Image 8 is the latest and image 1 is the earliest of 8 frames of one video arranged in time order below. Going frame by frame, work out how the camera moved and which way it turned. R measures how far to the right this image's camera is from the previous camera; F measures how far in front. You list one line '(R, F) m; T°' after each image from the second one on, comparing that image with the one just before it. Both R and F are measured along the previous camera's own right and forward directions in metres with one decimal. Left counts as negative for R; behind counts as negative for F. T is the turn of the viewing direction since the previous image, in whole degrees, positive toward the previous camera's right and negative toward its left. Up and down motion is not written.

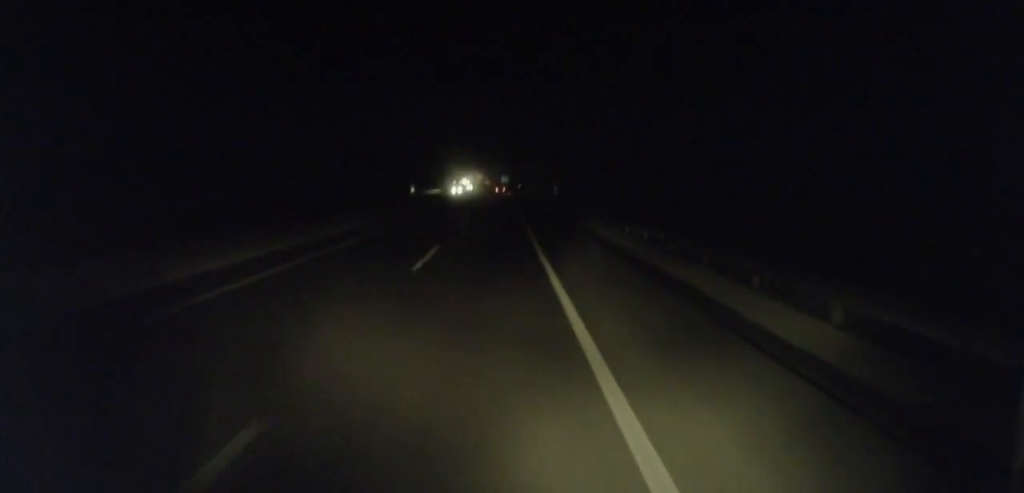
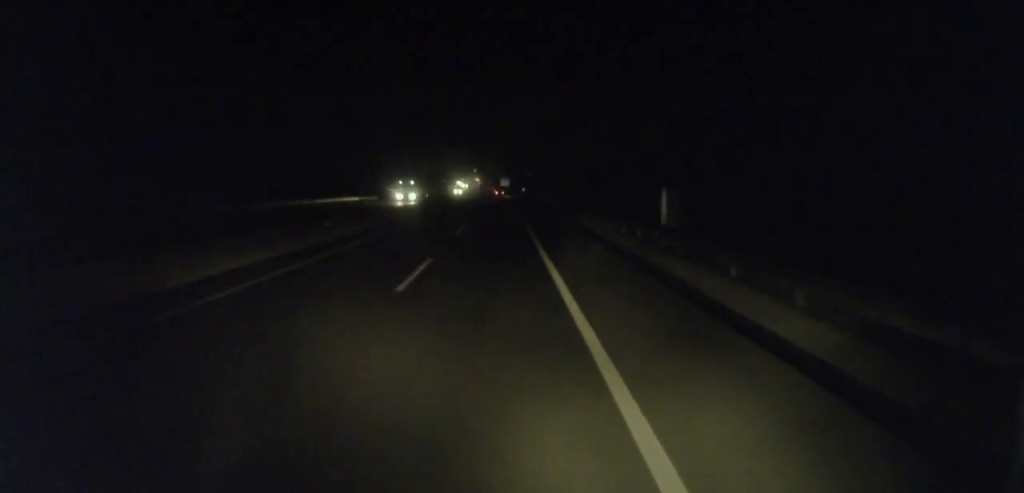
(+0.7, +55.4) m; 0°
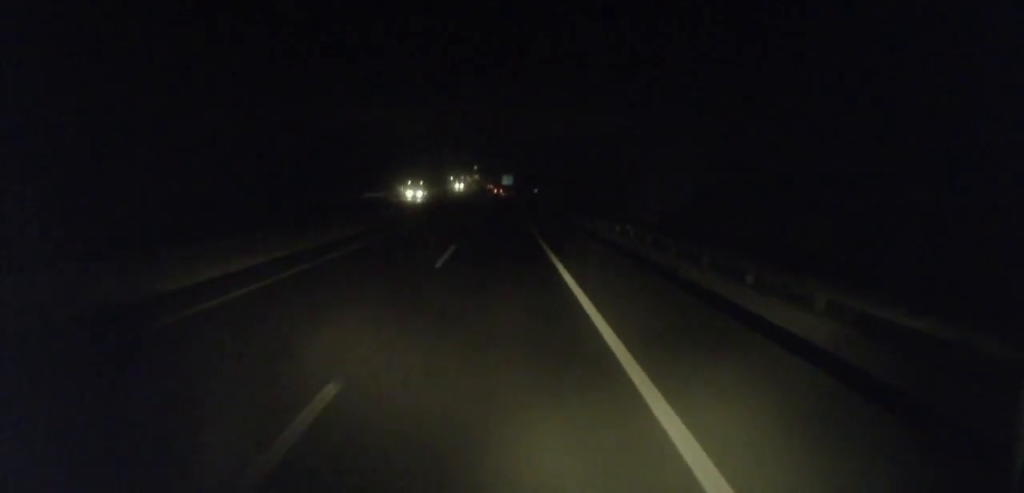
(0.0, +65.3) m; 0°
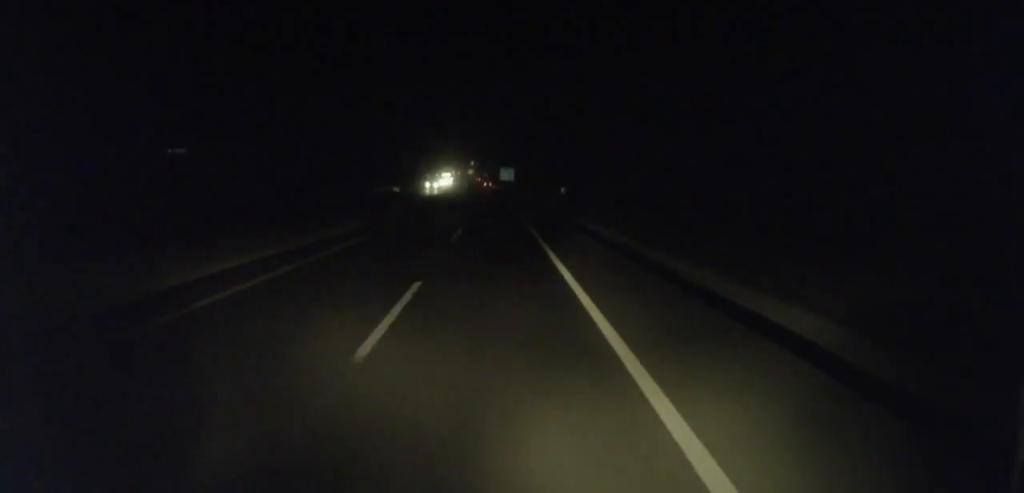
(-0.2, +61.9) m; 0°
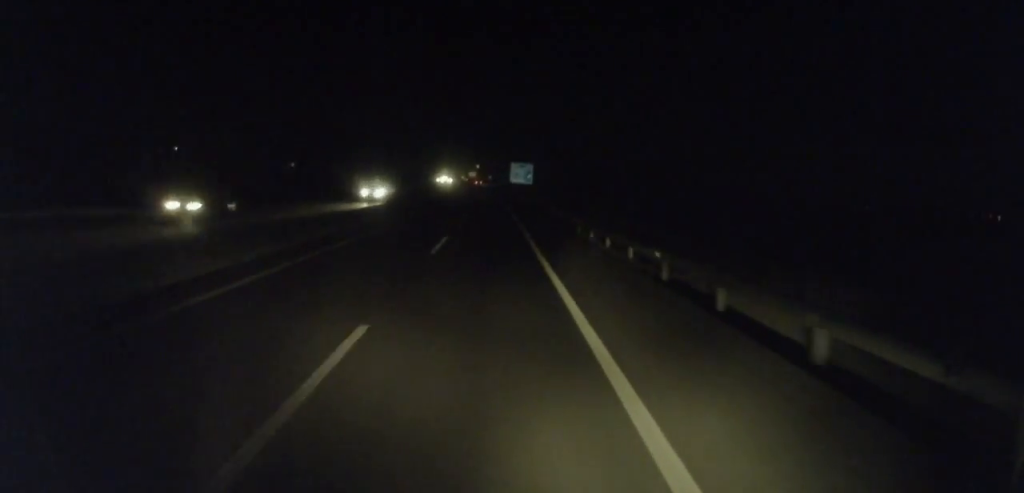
(+0.3, +90.8) m; -1°
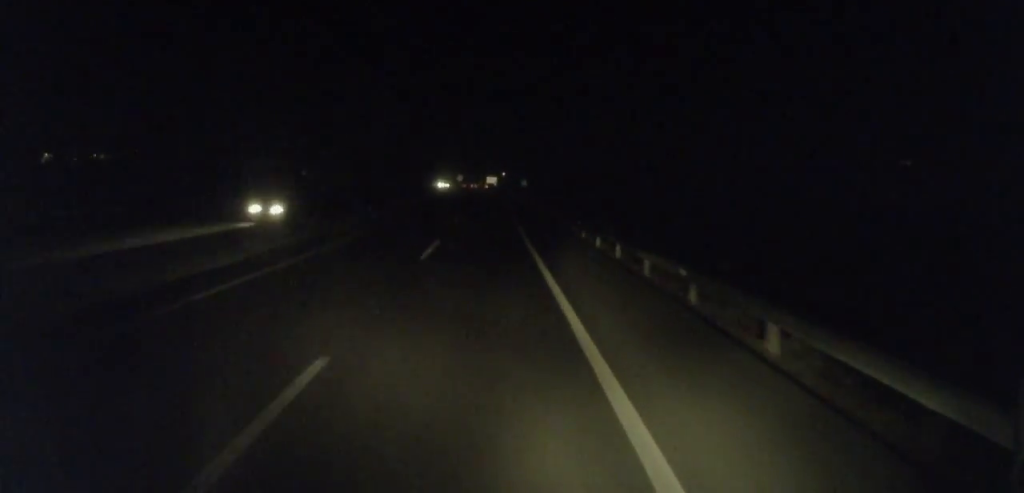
(-4.0, +156.8) m; -3°
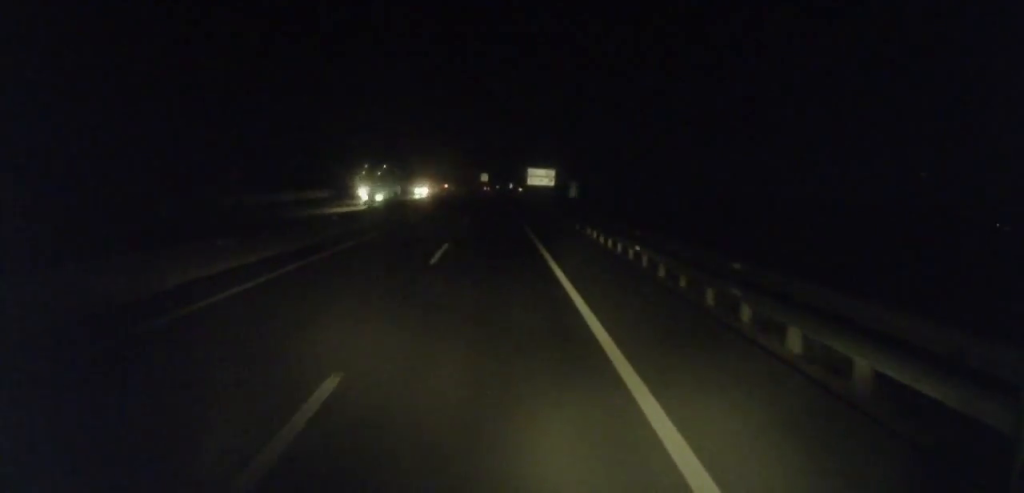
(-4.0, +155.2) m; -3°
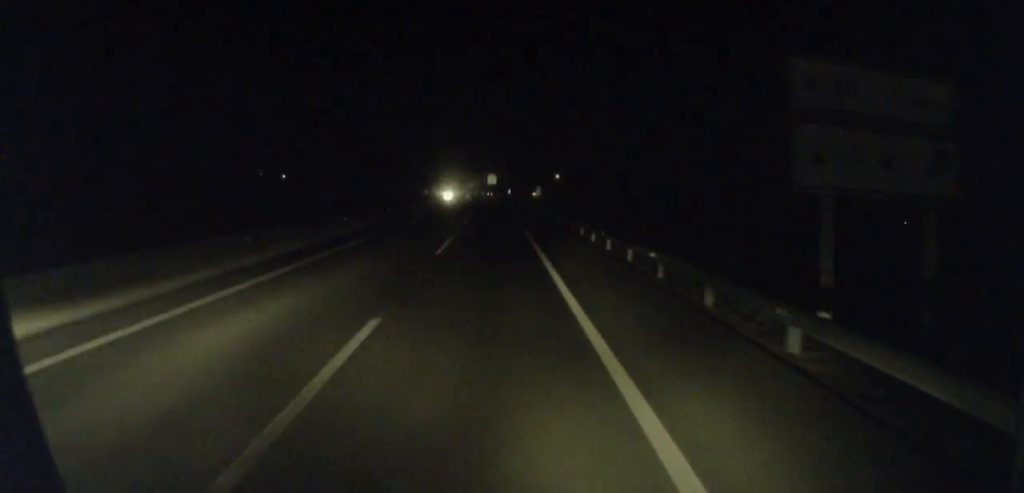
(-1.2, +82.3) m; -1°
